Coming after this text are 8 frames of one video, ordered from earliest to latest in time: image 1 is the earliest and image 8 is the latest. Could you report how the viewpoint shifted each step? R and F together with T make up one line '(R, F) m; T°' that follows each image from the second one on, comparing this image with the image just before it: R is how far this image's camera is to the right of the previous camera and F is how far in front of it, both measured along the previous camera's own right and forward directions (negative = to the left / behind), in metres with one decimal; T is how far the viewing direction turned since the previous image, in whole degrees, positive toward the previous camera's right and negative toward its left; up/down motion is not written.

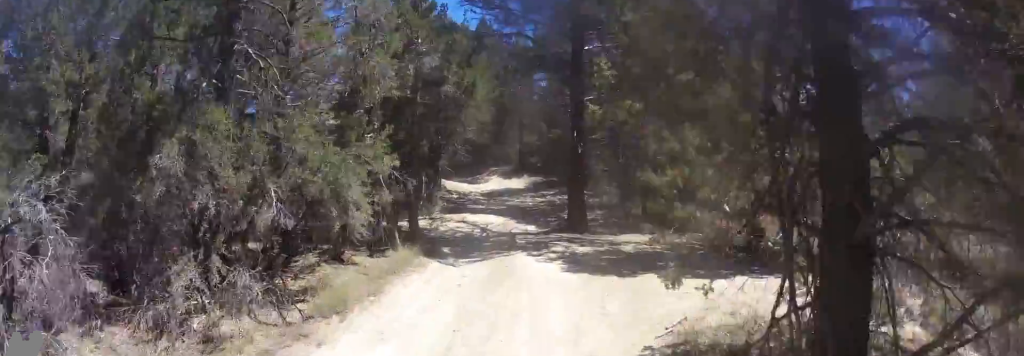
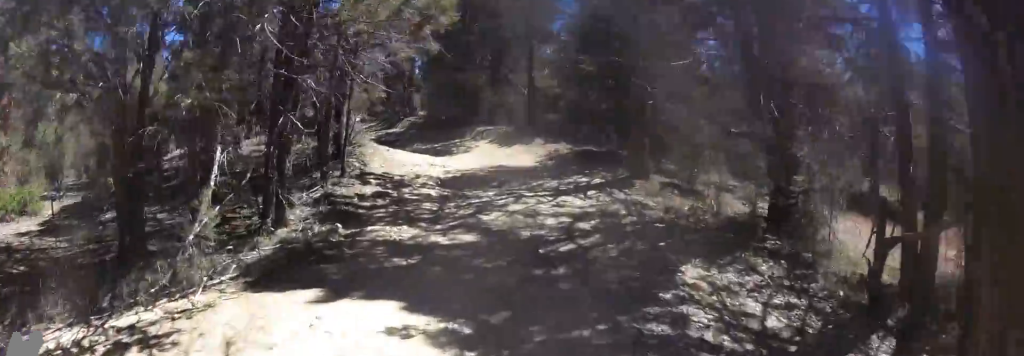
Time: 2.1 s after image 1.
(-1.5, +18.2) m; -6°
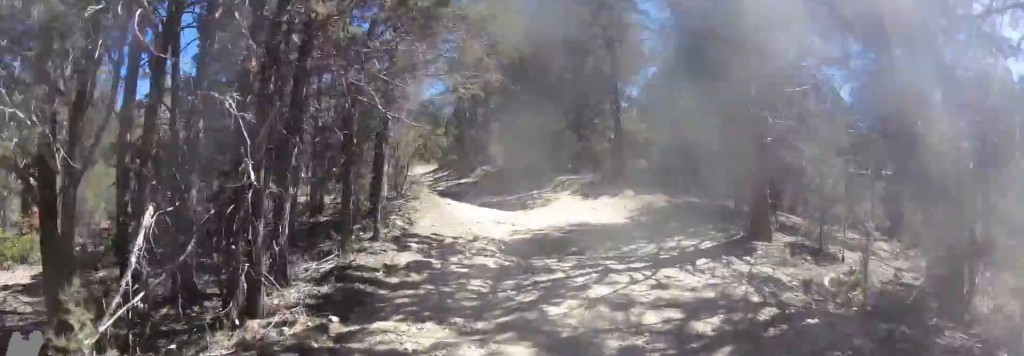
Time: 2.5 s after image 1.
(0.0, +3.6) m; +1°
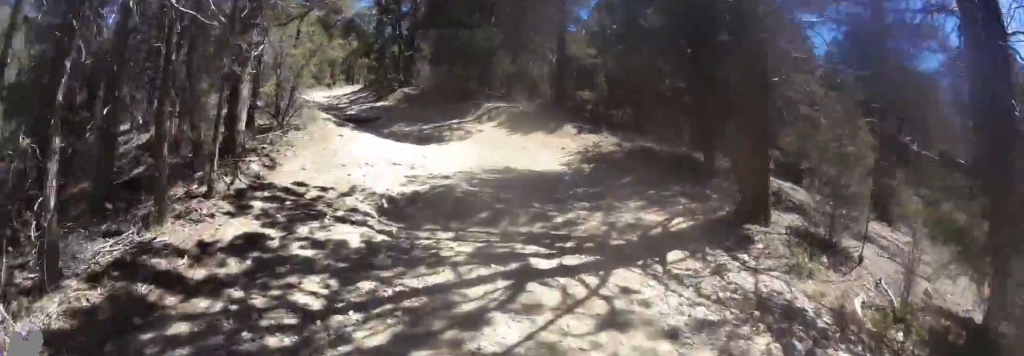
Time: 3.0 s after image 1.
(+0.2, +3.6) m; 0°
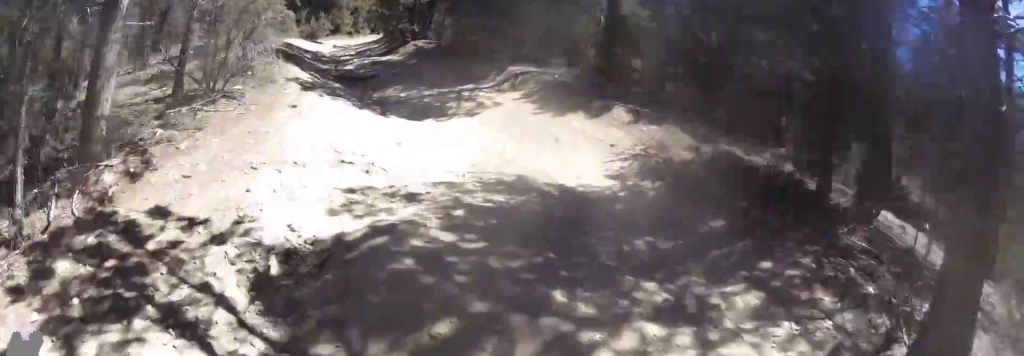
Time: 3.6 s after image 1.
(+0.1, +4.6) m; -3°
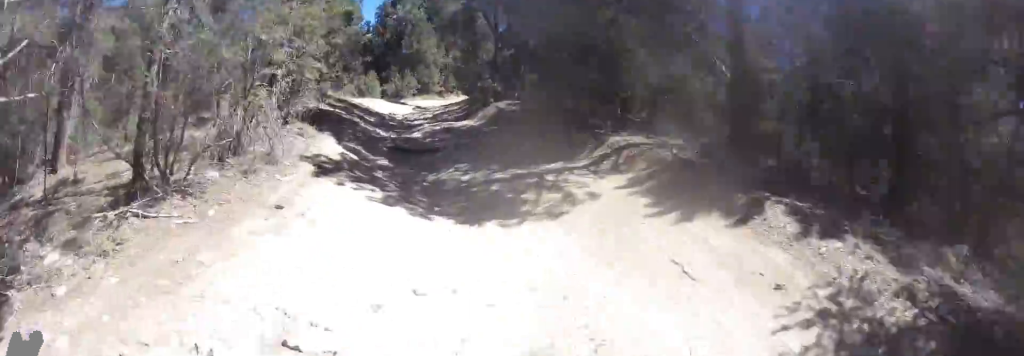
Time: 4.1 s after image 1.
(+0.1, +3.7) m; -7°
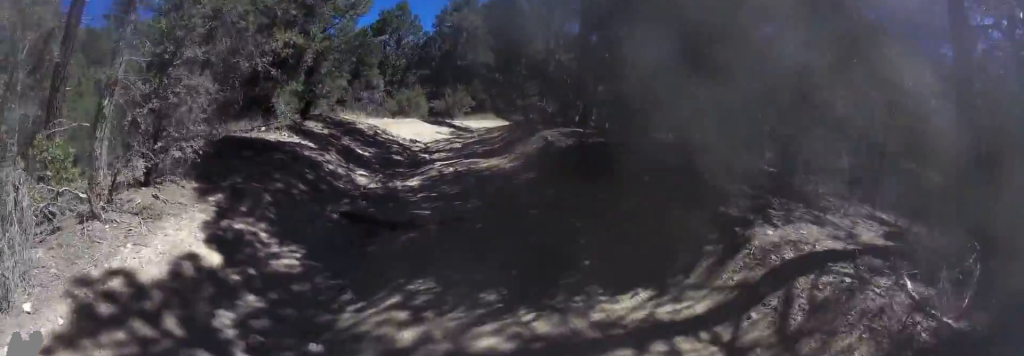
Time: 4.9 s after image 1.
(-0.9, +6.2) m; -17°
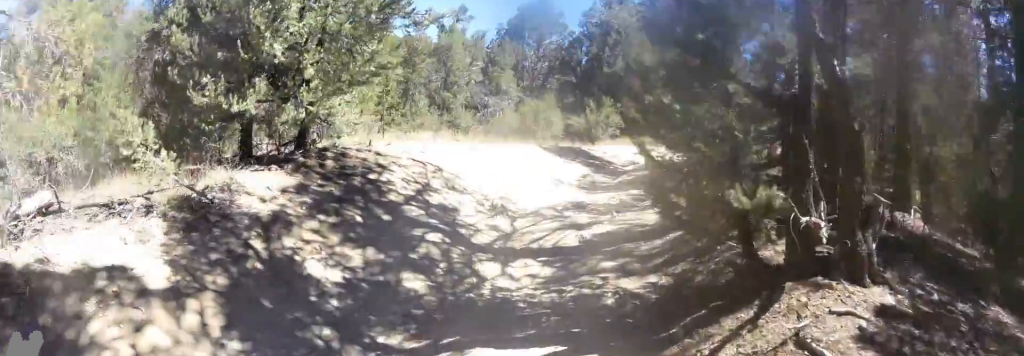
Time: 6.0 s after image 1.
(-1.6, +7.4) m; -19°
